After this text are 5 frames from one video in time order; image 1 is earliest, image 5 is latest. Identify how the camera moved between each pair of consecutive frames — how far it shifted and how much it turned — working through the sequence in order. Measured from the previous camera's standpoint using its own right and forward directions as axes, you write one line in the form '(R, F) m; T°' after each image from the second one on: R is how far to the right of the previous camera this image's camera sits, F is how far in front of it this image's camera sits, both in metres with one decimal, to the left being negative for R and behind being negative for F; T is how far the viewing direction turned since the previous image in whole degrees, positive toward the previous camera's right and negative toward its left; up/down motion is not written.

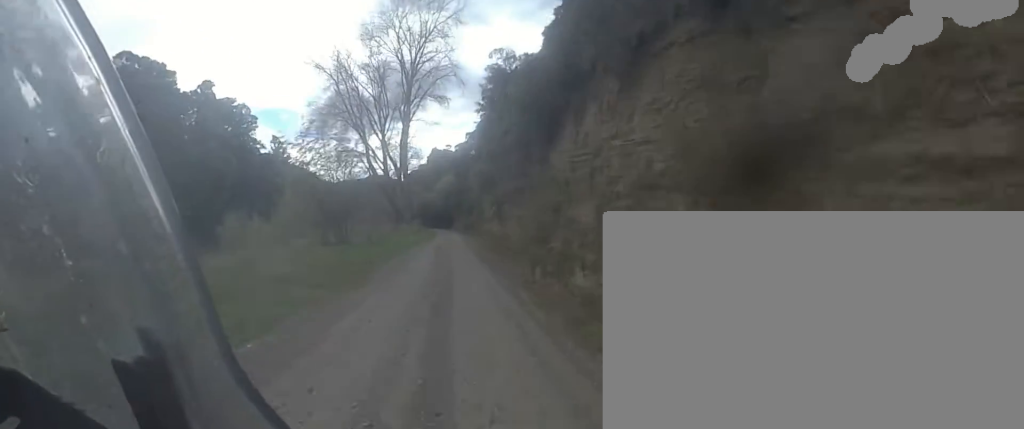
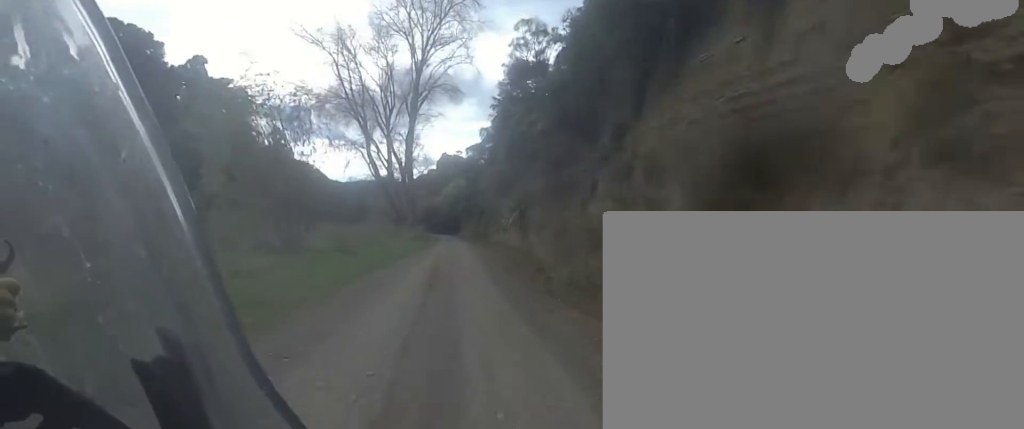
(0.0, +10.3) m; 0°
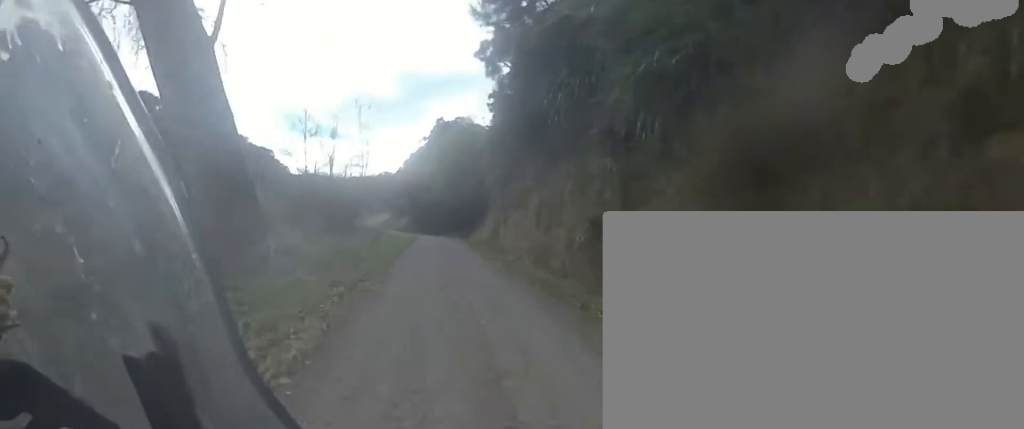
(0.0, +71.1) m; -1°
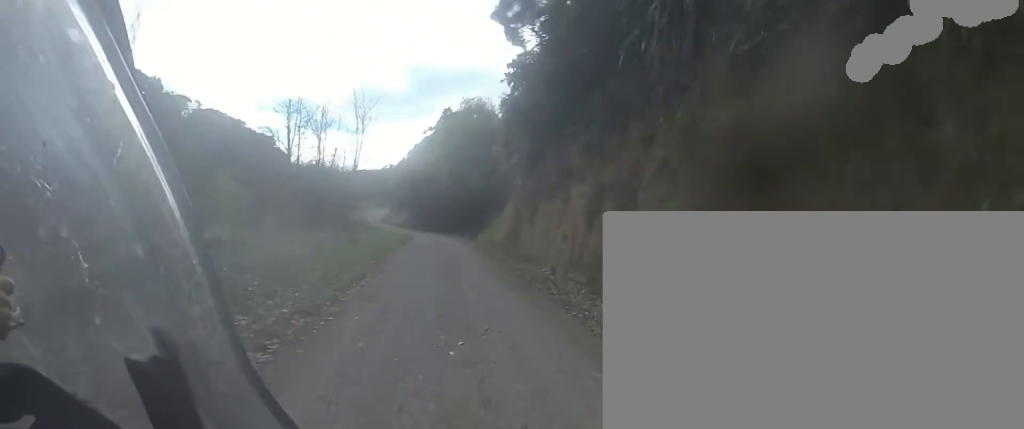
(+0.2, +7.2) m; -2°
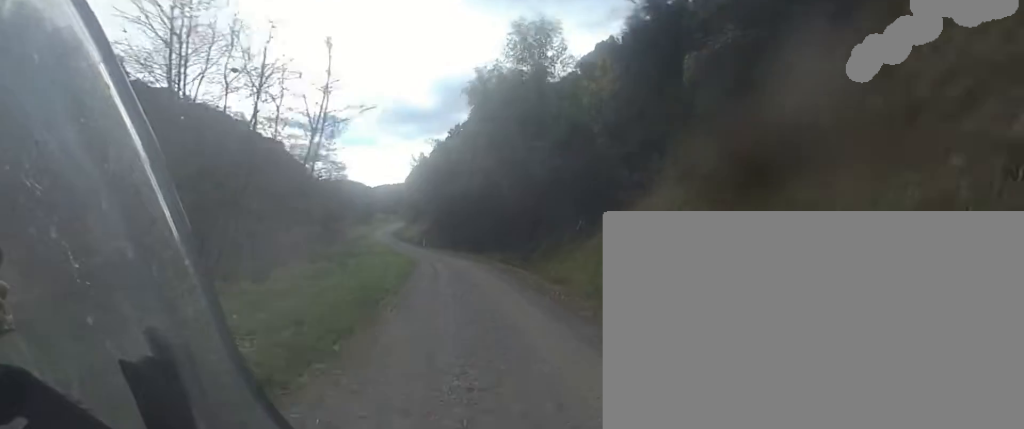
(-1.6, +23.4) m; -8°
